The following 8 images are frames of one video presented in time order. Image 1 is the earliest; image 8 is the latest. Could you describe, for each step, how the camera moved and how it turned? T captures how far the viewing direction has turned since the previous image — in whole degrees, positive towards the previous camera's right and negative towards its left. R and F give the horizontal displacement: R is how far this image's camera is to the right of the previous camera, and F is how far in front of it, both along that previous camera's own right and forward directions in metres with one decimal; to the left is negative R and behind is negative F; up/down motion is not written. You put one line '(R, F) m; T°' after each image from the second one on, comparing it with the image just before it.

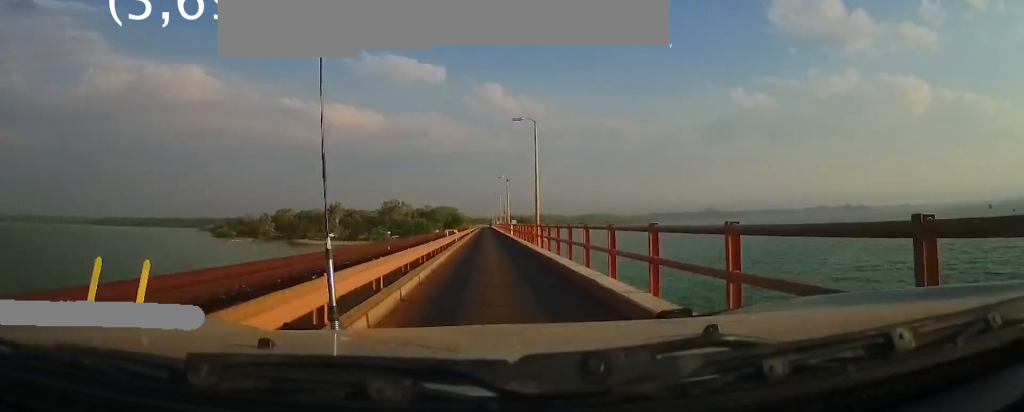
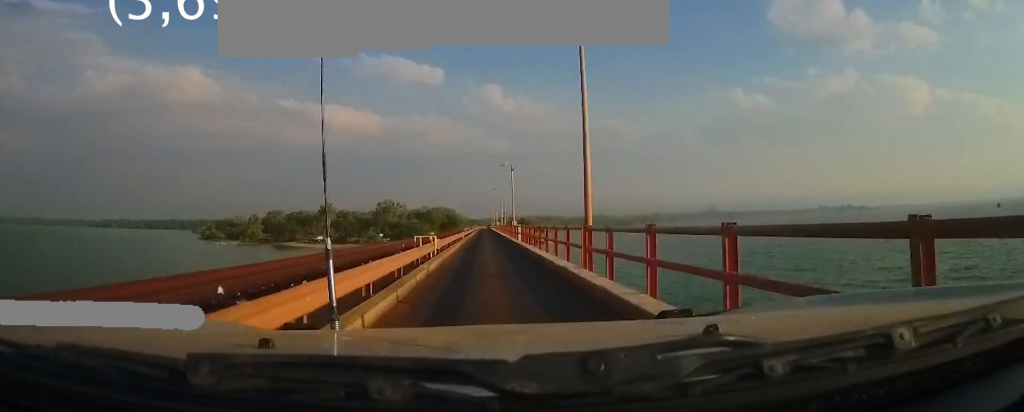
(0.0, +15.0) m; +1°
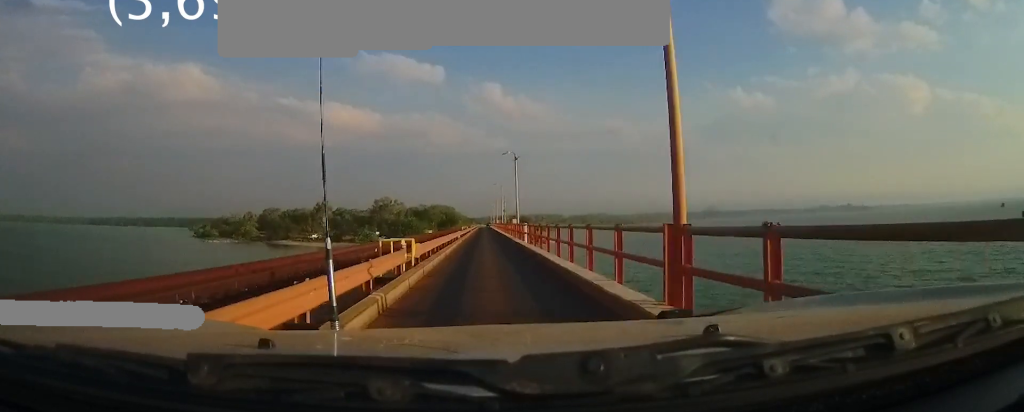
(-0.1, +7.5) m; +1°
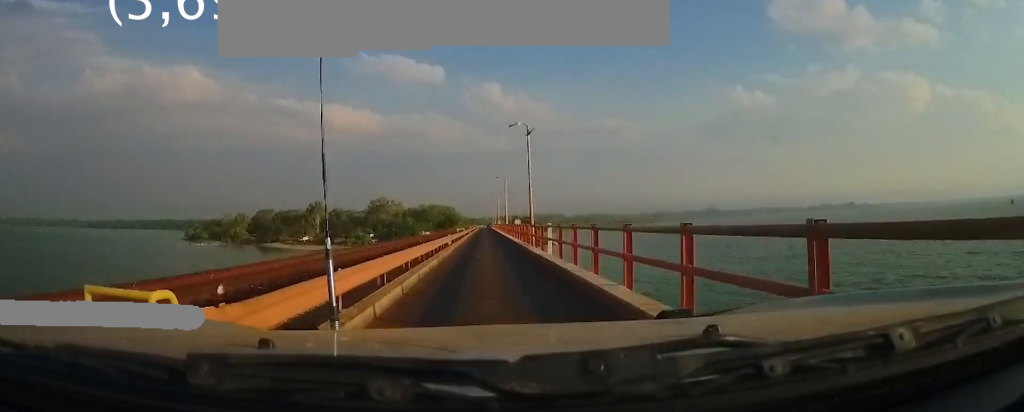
(+0.4, +13.0) m; 0°
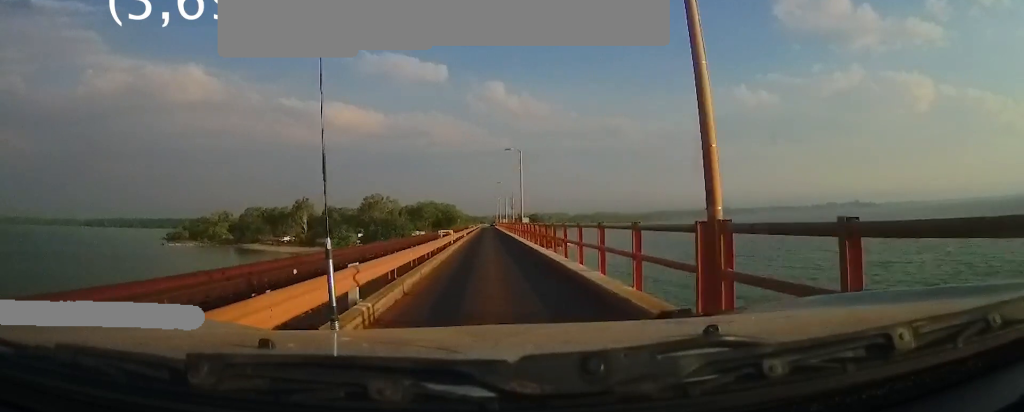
(-0.8, +25.0) m; -4°
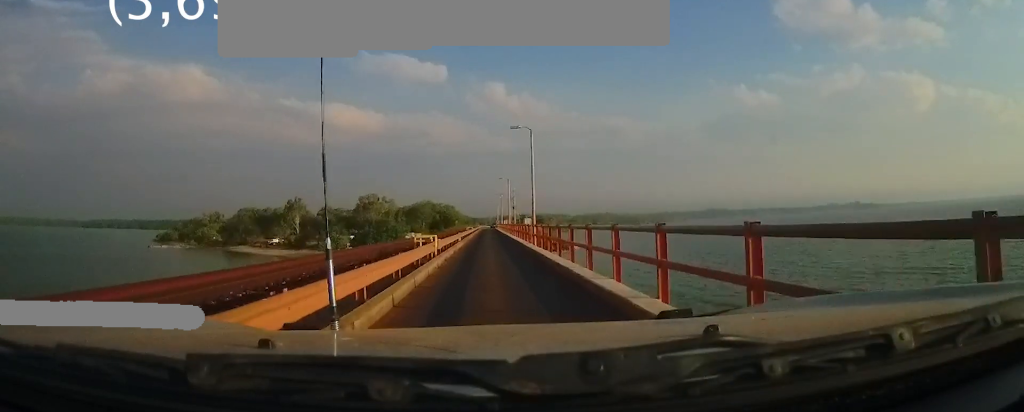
(-0.4, +10.6) m; 0°
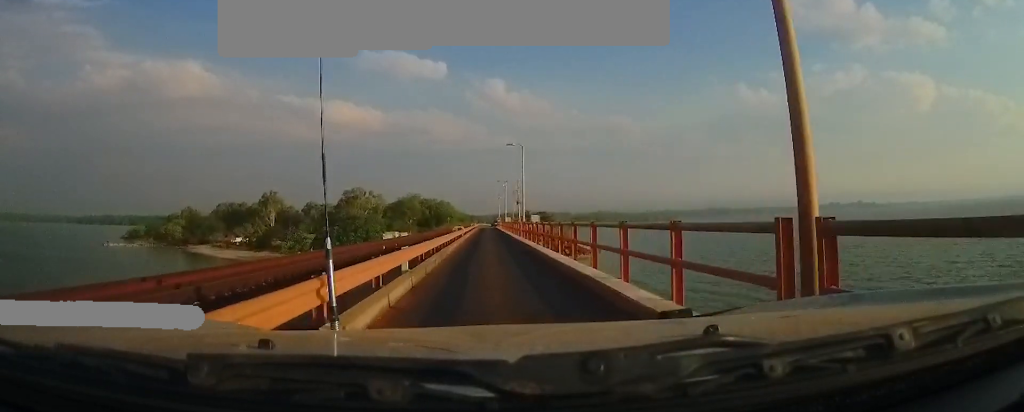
(+0.1, +28.3) m; 0°
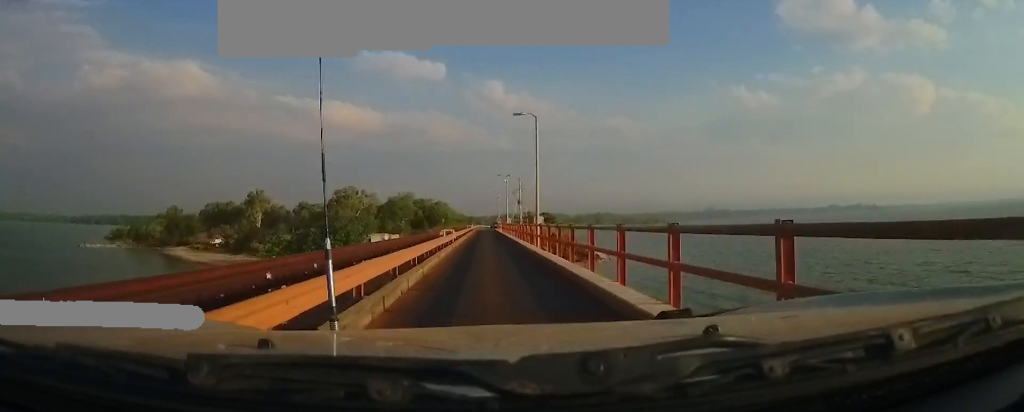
(+0.2, +12.3) m; +1°
